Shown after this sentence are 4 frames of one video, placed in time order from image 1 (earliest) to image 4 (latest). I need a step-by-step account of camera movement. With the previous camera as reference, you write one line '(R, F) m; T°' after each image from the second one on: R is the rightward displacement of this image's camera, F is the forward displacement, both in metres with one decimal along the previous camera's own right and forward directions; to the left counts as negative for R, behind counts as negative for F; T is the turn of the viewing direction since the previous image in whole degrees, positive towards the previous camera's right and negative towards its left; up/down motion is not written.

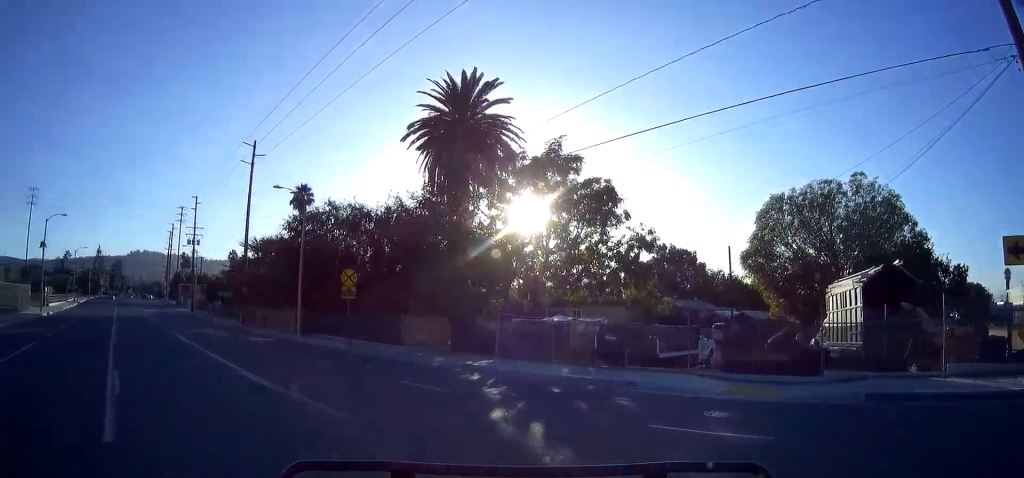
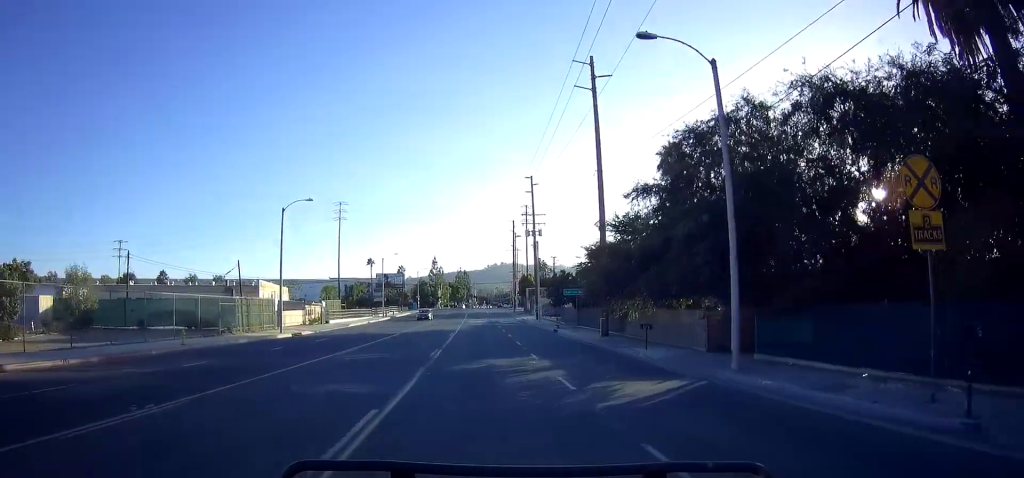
(-6.5, +19.8) m; -27°
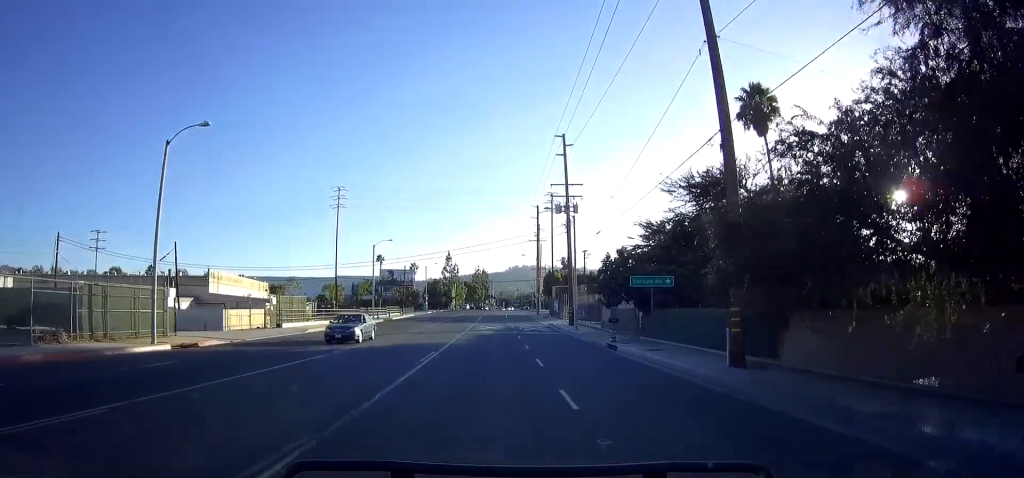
(-0.4, +17.4) m; -3°
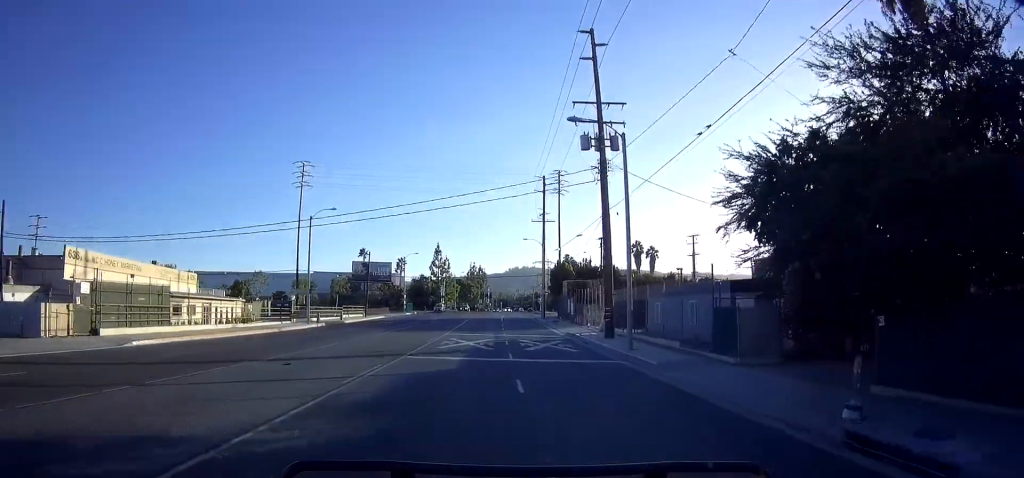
(0.0, +20.4) m; +1°
